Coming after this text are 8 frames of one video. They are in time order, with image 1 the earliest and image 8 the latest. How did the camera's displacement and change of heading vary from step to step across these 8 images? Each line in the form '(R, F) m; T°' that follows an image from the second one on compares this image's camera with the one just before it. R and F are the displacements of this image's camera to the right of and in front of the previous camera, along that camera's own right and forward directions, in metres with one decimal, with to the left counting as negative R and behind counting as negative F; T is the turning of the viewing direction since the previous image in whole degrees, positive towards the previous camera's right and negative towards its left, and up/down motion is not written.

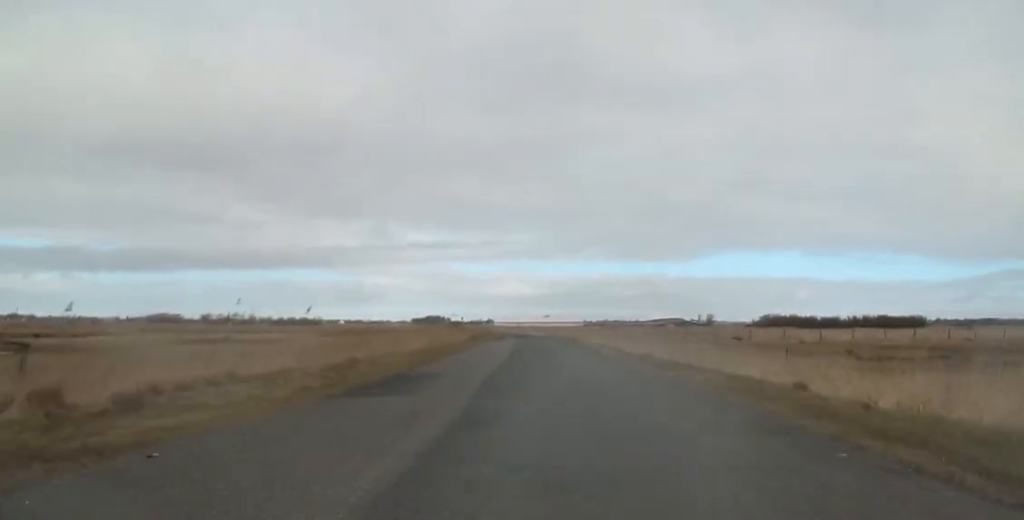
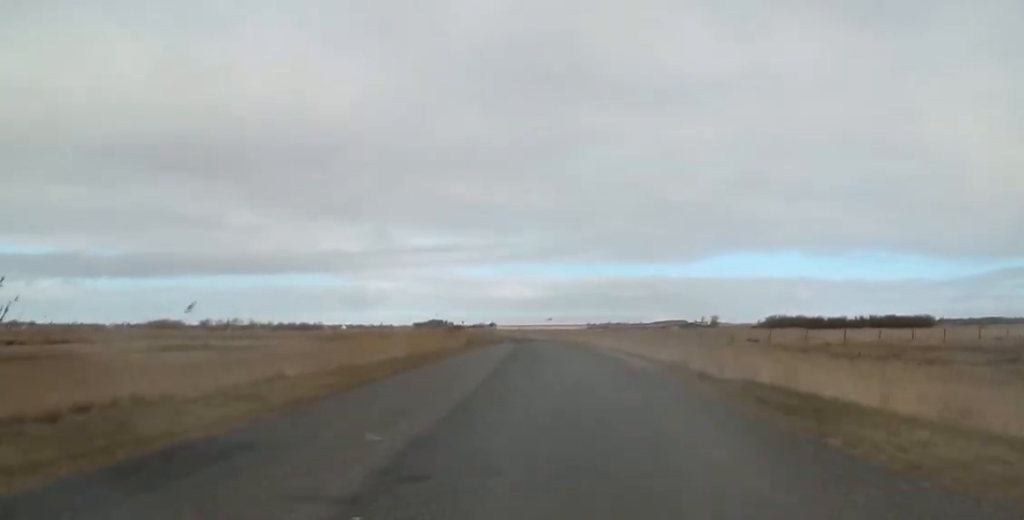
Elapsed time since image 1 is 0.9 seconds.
(0.0, +4.9) m; 0°
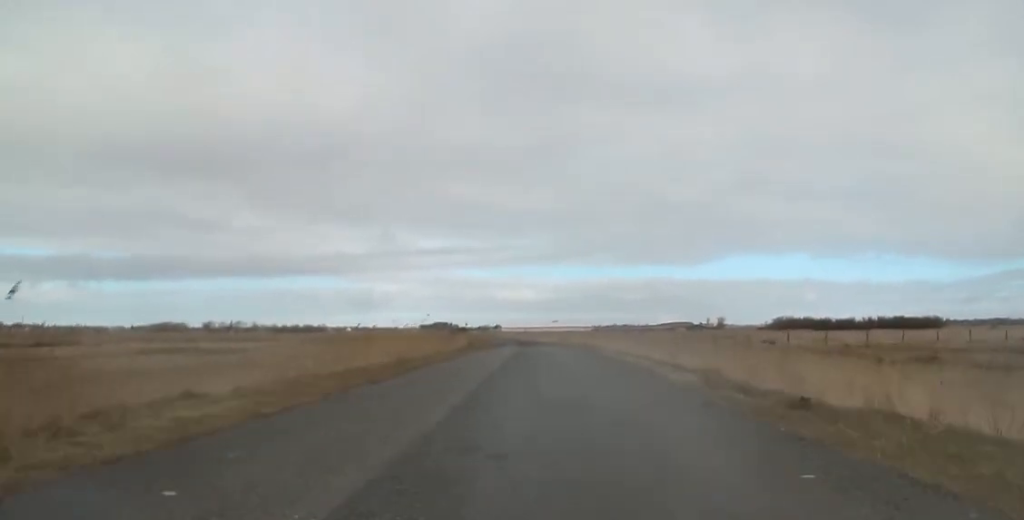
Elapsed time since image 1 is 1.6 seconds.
(0.0, +3.3) m; 0°
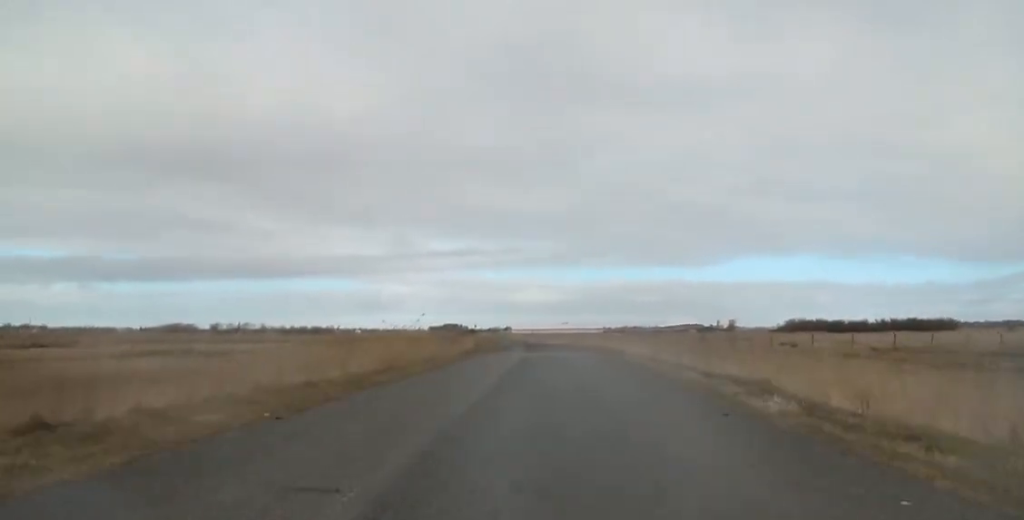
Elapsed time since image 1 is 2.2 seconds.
(0.0, +3.1) m; 0°
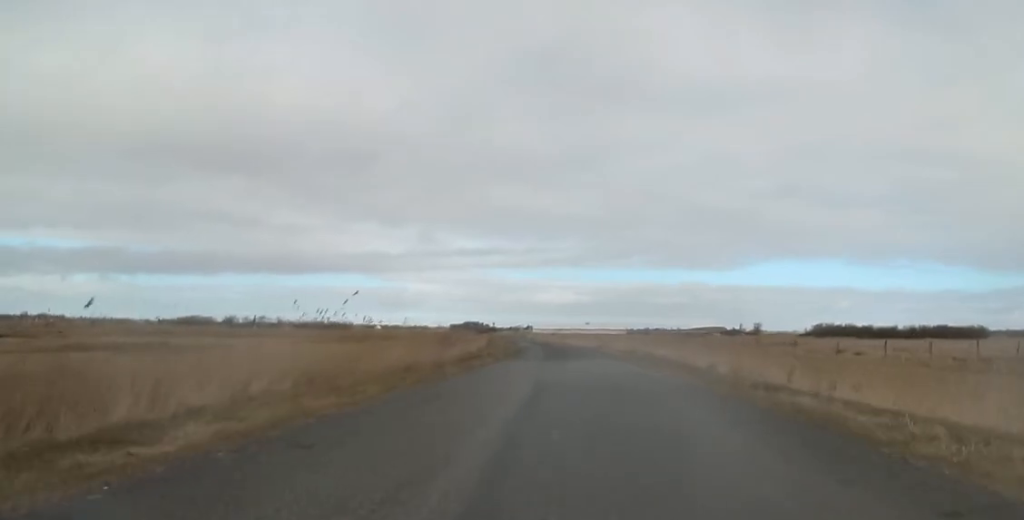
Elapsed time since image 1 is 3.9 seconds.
(0.0, +8.7) m; 0°
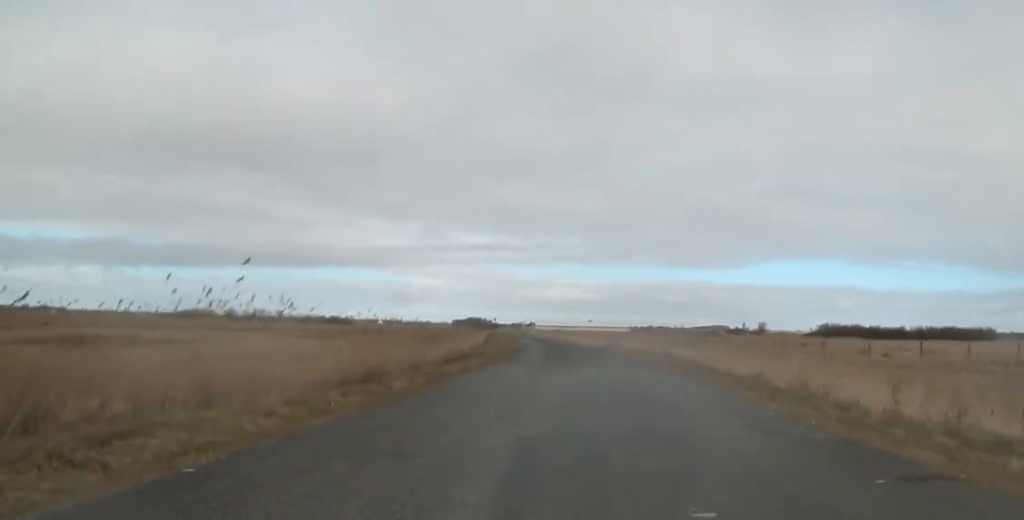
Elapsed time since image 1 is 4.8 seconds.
(0.0, +4.5) m; 0°
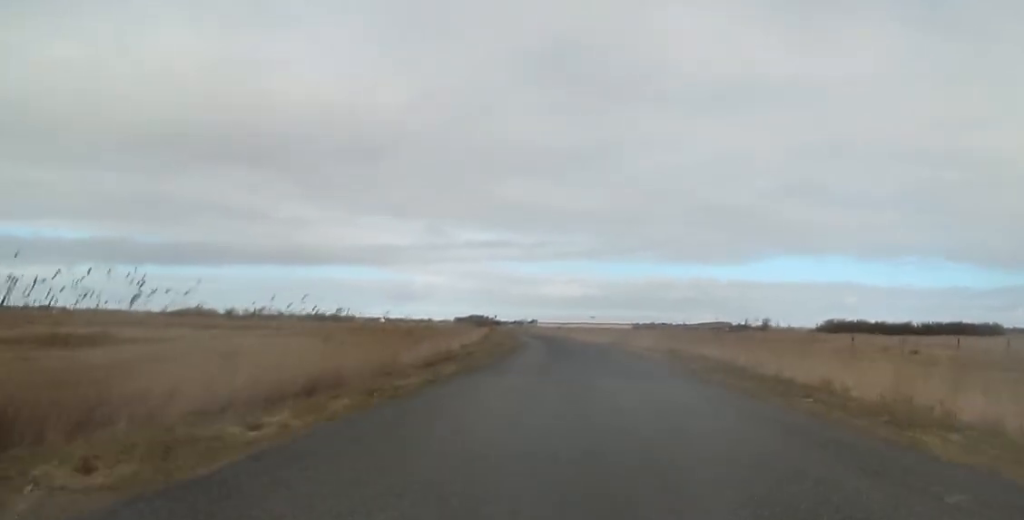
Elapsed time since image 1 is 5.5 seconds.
(0.0, +3.9) m; 0°
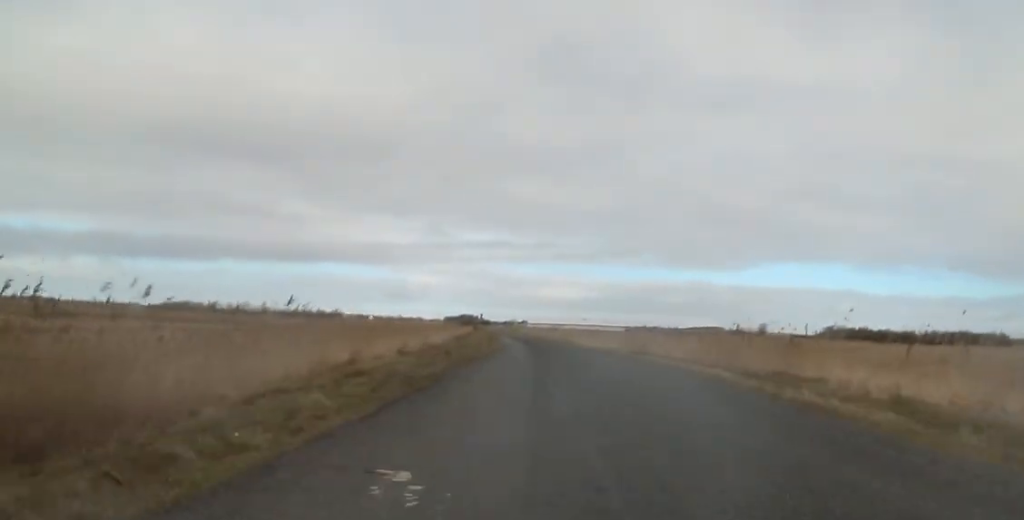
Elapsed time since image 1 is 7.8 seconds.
(0.0, +11.3) m; 0°
